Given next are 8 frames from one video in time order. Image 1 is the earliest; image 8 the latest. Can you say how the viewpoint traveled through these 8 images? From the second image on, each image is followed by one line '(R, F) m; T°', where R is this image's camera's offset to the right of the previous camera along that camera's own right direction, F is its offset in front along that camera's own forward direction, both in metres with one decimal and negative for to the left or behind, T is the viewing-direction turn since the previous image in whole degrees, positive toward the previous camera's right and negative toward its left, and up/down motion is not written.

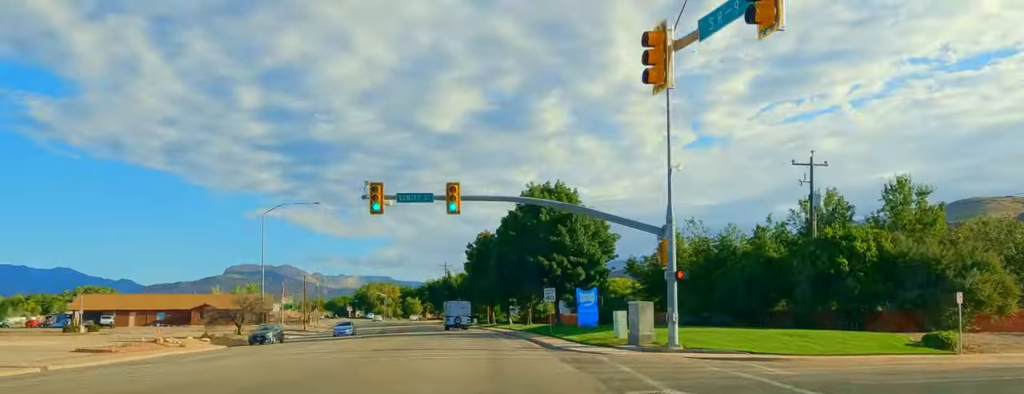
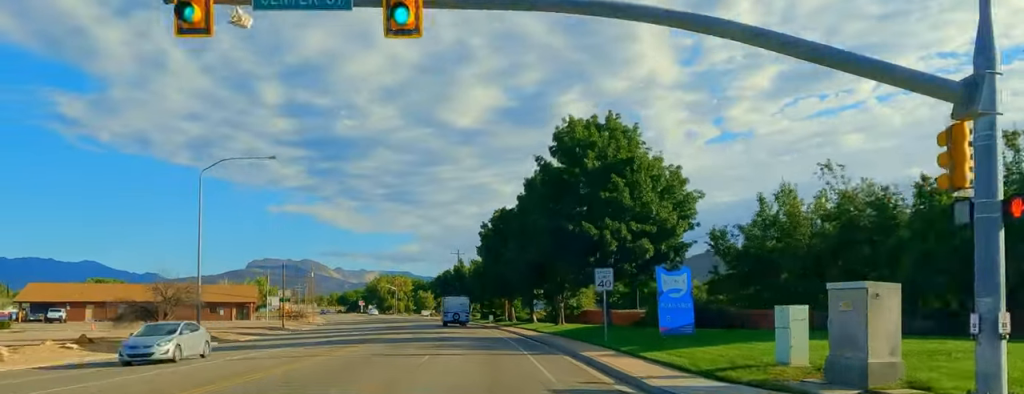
(-0.1, +19.4) m; -1°
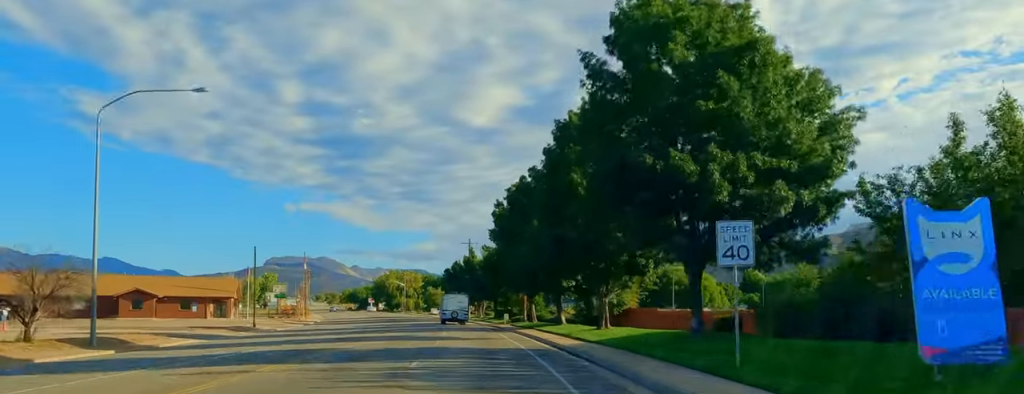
(-0.1, +15.5) m; -1°
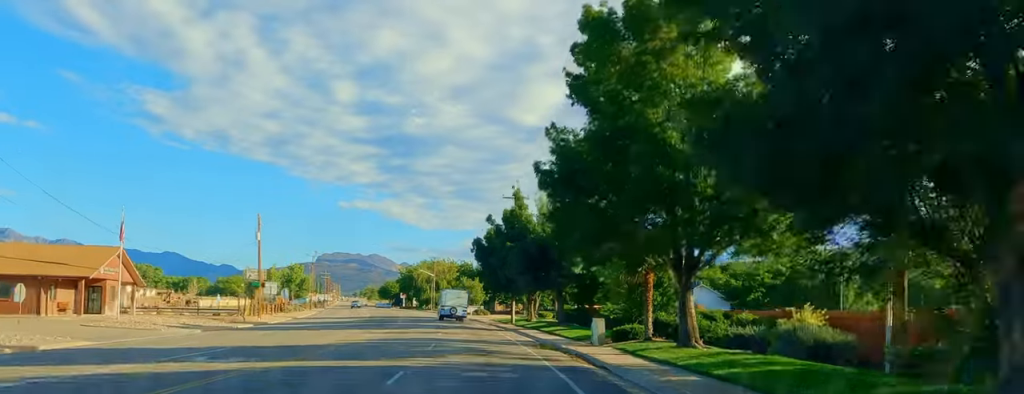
(-1.9, +43.0) m; -5°
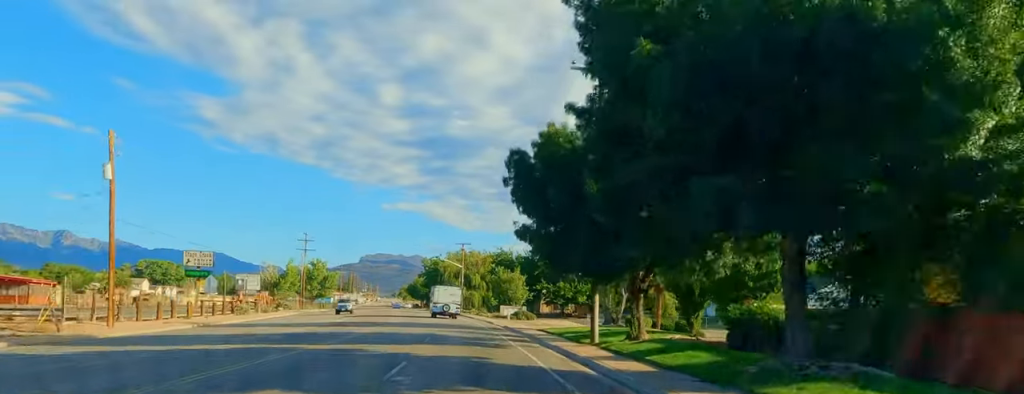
(-1.5, +35.0) m; -3°
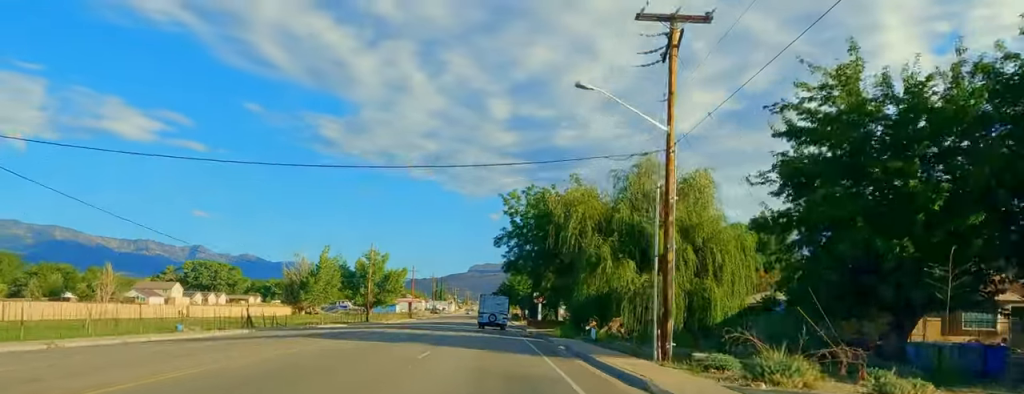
(-4.8, +93.6) m; -5°
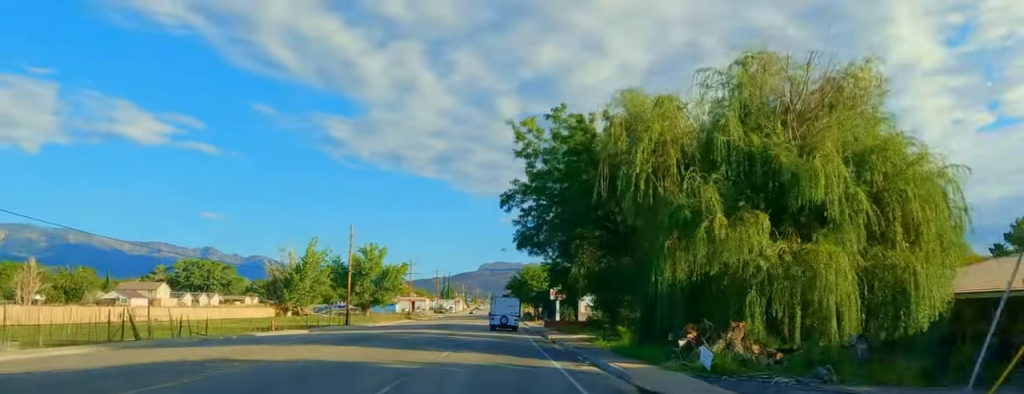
(0.0, +20.7) m; 0°
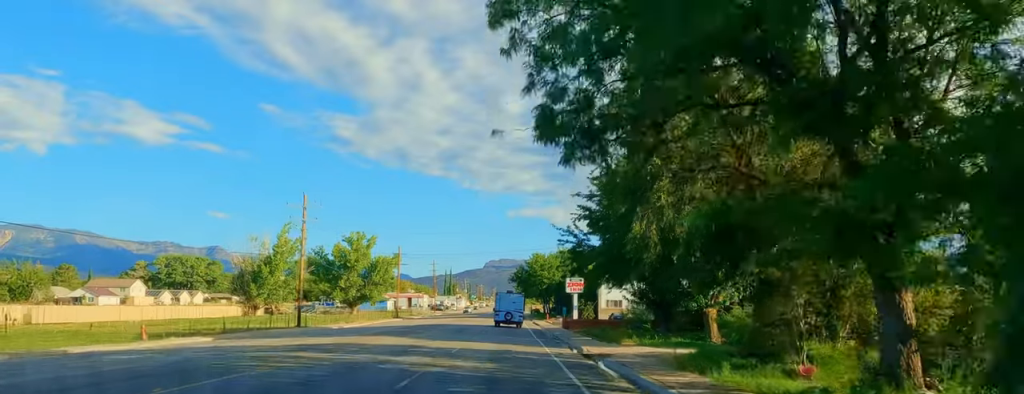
(0.0, +22.0) m; 0°
